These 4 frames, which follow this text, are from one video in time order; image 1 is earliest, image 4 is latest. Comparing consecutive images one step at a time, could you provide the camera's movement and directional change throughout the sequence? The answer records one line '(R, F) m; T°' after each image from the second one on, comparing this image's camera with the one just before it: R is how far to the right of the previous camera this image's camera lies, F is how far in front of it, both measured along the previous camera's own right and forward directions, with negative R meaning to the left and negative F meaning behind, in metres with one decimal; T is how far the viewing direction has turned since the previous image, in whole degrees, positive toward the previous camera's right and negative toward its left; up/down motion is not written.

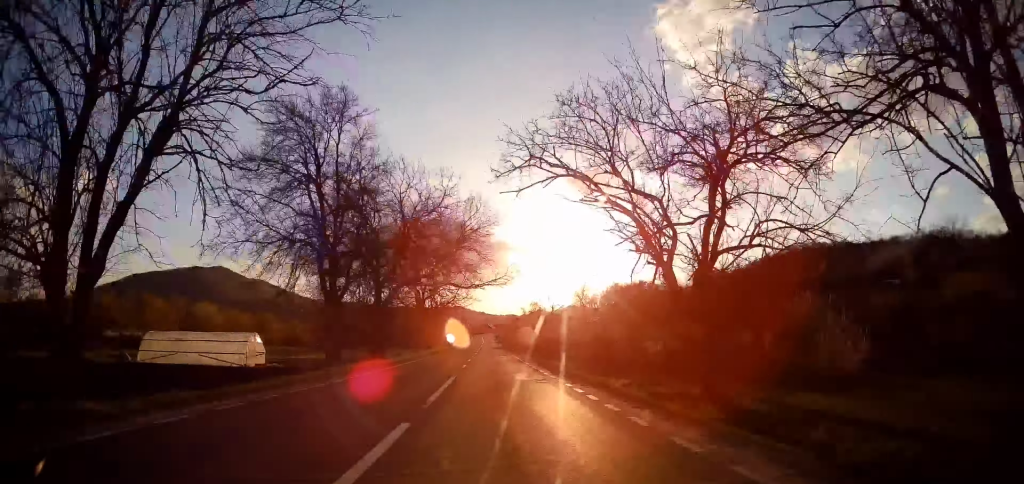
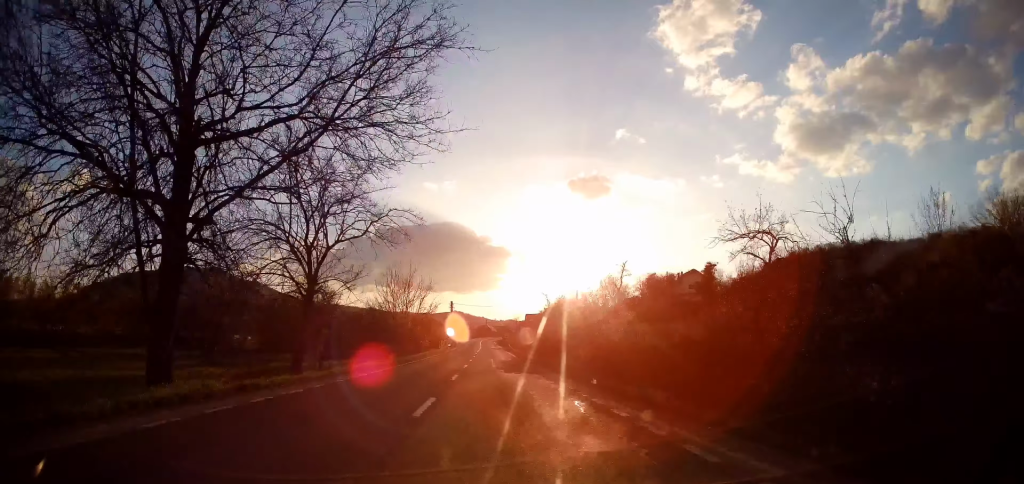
(+1.0, +52.5) m; +1°
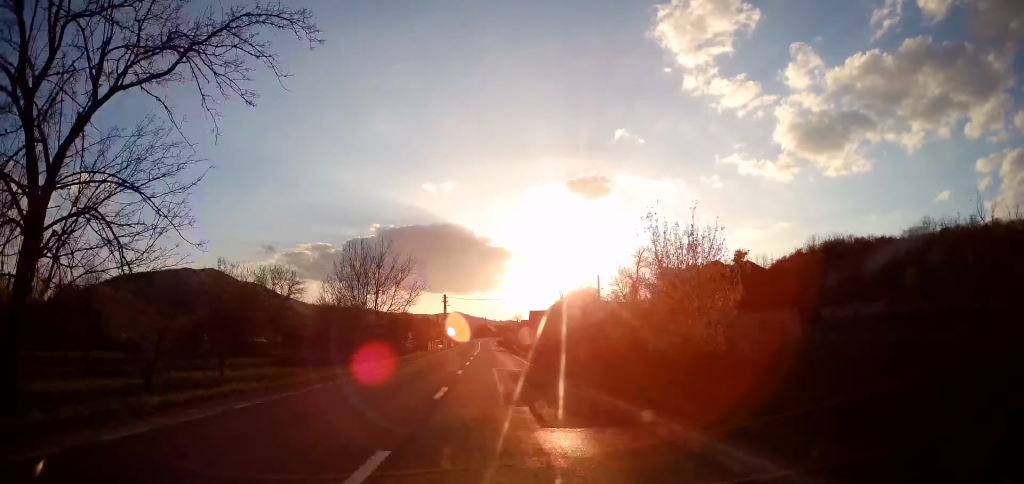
(0.0, +14.8) m; 0°
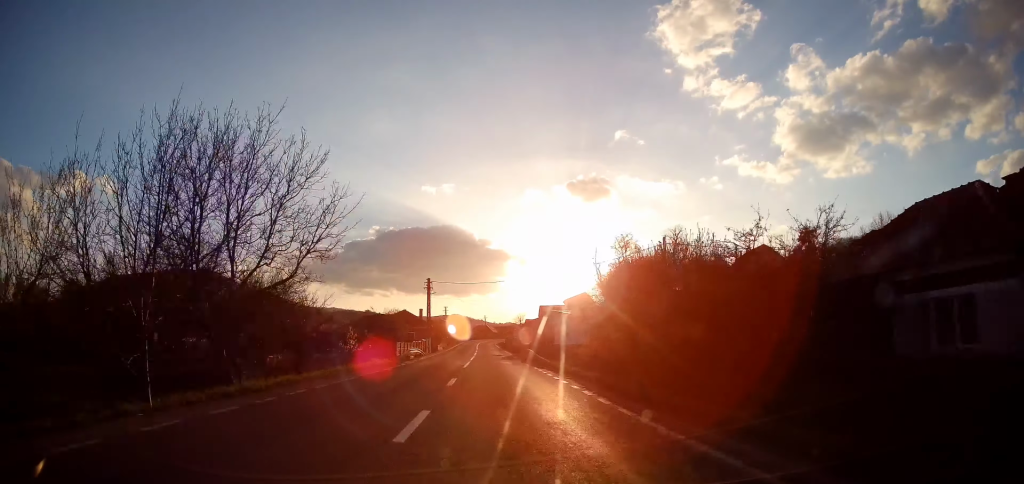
(0.0, +23.3) m; -1°
